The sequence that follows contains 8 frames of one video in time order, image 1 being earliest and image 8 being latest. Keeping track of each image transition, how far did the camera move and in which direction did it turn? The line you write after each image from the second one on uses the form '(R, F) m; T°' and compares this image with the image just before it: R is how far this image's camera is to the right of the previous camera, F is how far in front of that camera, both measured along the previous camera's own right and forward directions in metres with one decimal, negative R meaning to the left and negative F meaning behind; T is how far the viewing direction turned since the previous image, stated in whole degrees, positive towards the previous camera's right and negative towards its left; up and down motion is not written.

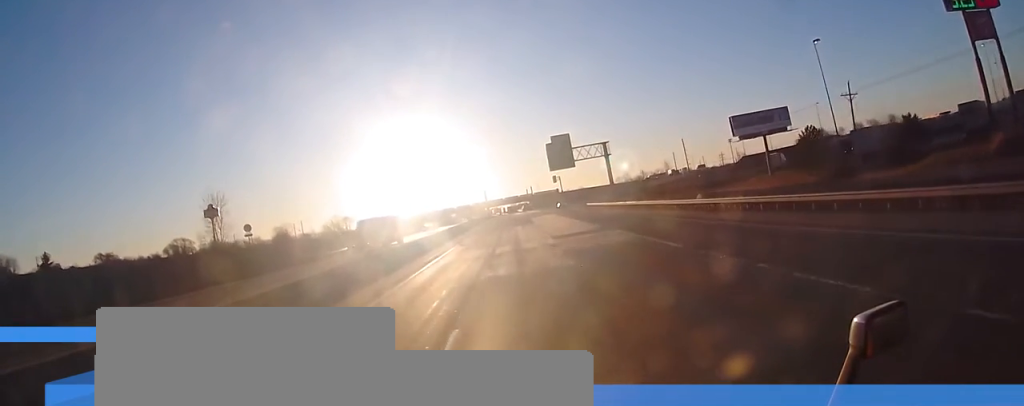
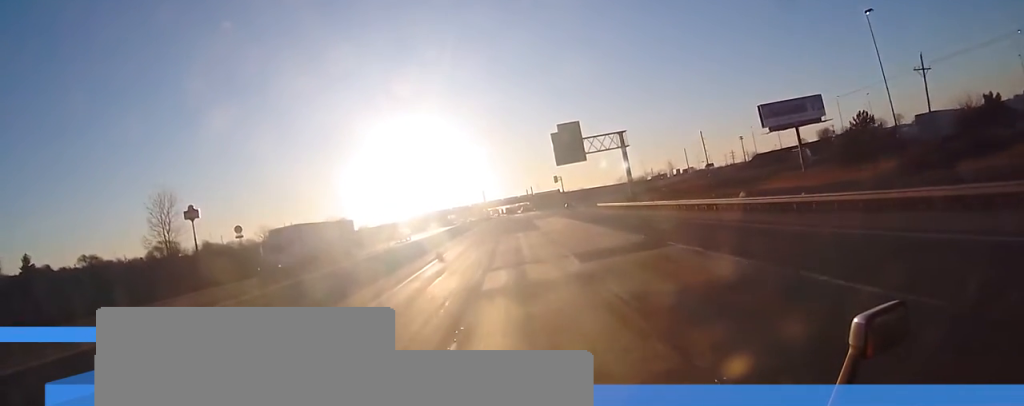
(0.0, +13.4) m; 0°
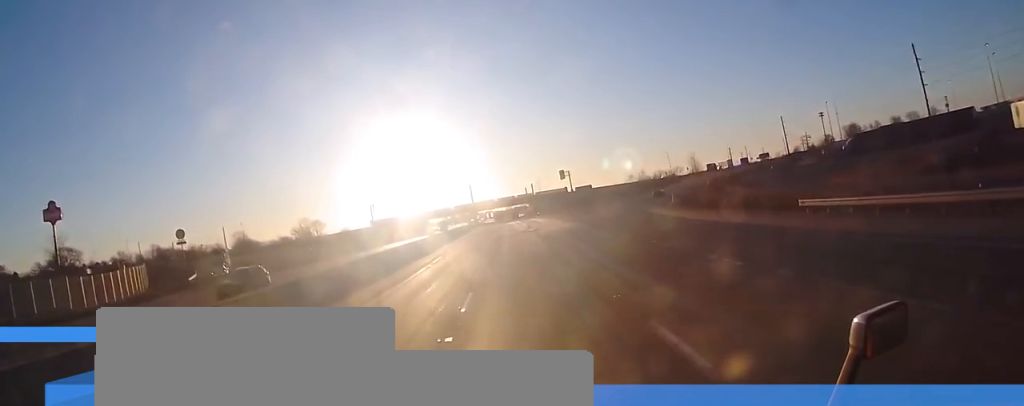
(-0.9, +66.1) m; 0°
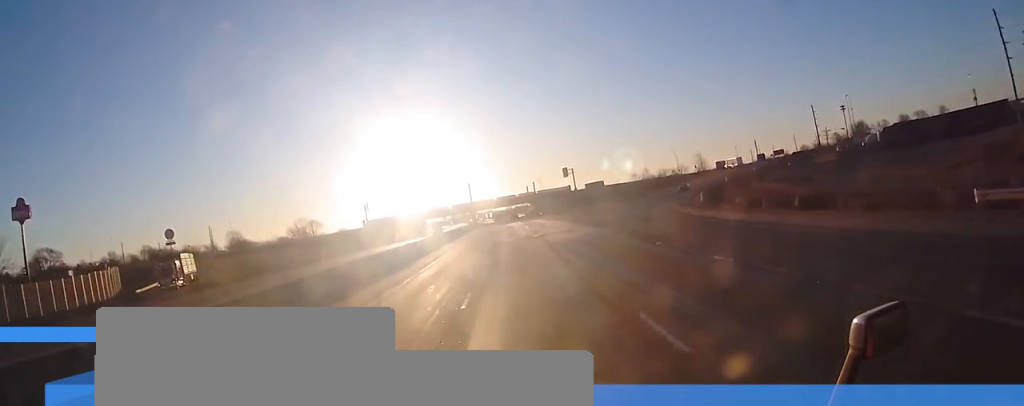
(-0.1, +11.5) m; 0°
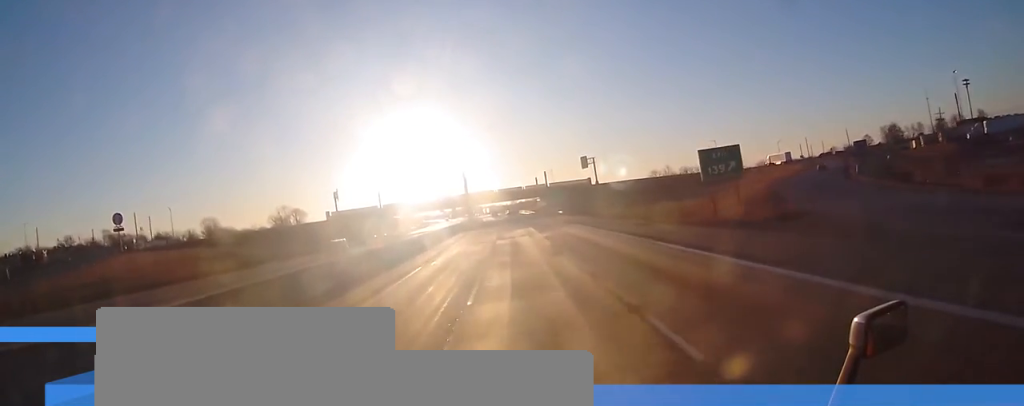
(+0.2, +49.5) m; 0°
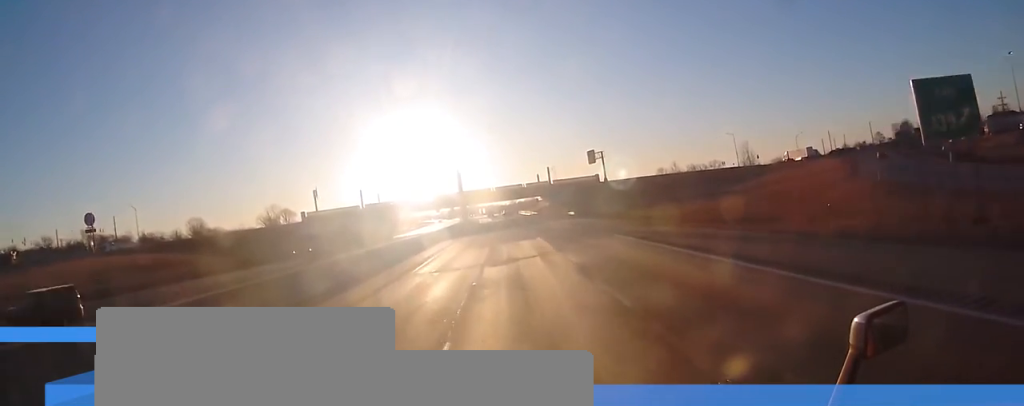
(-0.1, +20.2) m; 0°
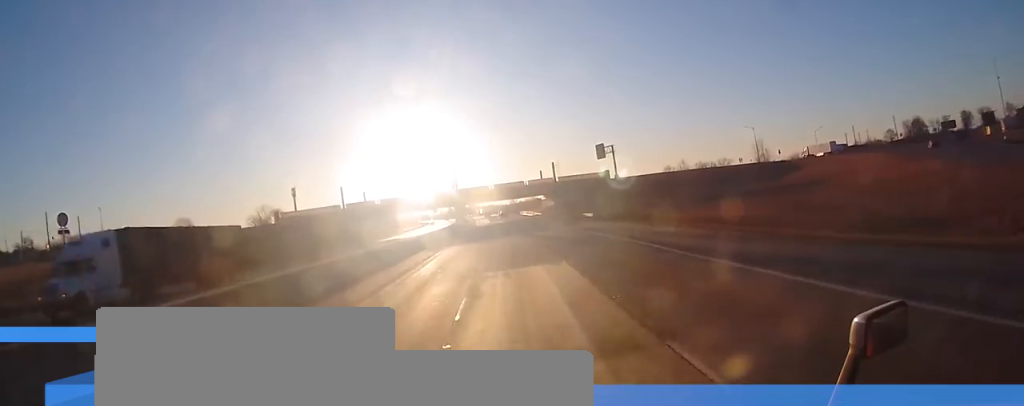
(0.0, +18.3) m; 0°
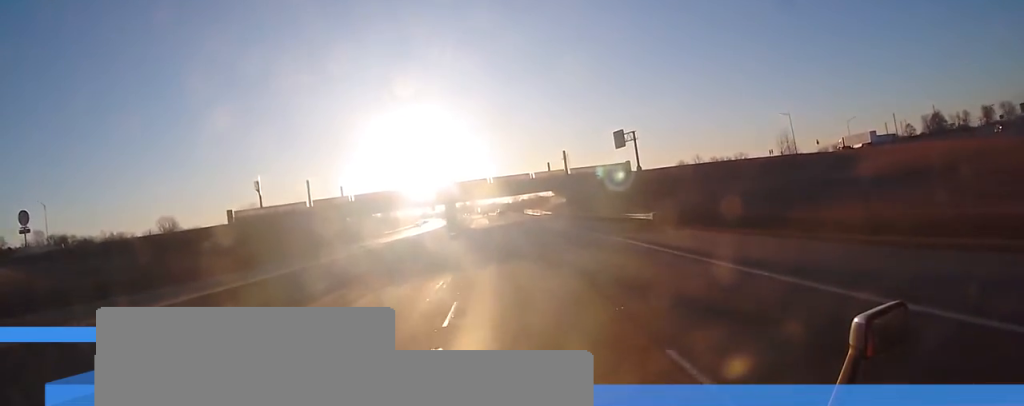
(0.0, +25.0) m; 0°
